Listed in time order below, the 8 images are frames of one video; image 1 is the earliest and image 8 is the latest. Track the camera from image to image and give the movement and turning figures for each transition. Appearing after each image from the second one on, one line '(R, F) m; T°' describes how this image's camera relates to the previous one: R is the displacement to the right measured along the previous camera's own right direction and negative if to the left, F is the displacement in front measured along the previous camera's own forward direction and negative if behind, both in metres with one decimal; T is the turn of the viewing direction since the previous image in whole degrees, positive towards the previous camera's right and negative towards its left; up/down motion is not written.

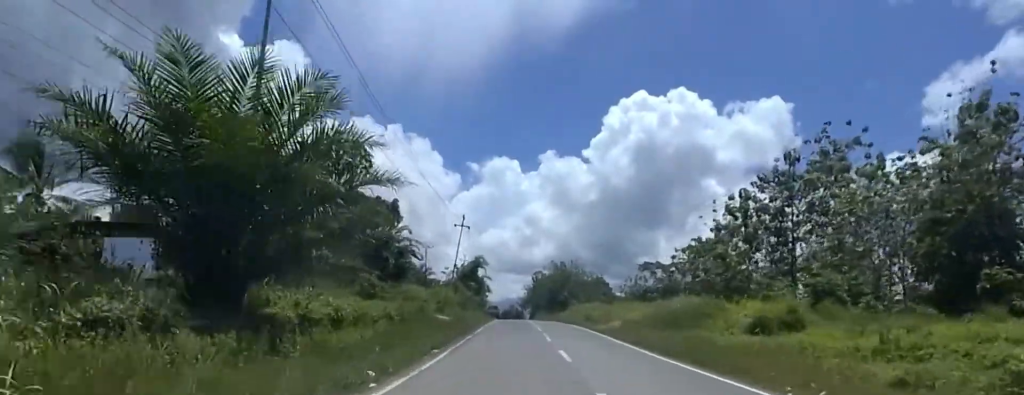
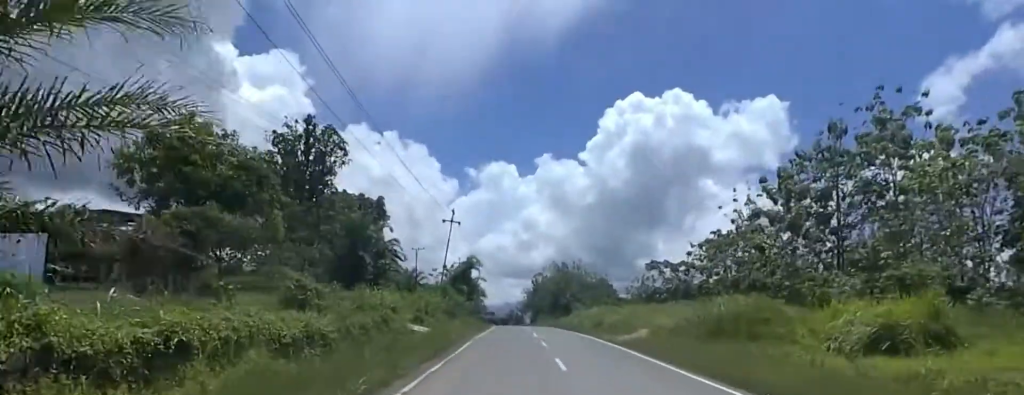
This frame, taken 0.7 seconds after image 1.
(-0.4, +8.3) m; +1°
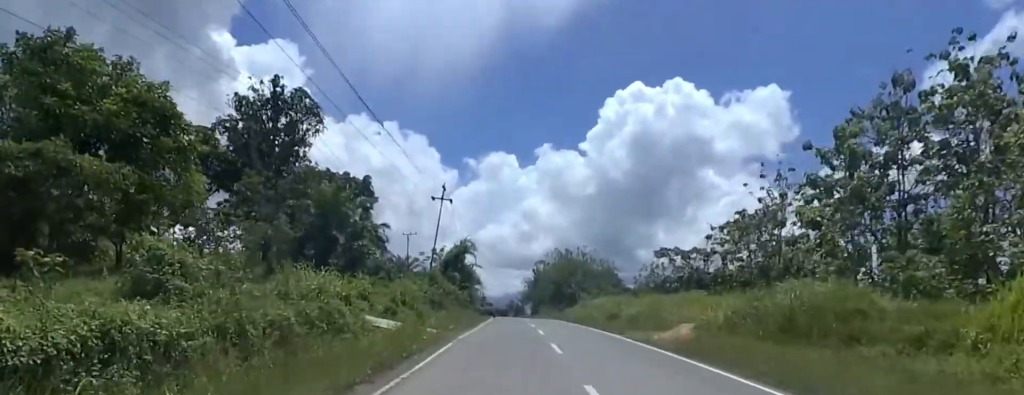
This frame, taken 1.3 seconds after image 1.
(0.0, +7.4) m; -1°
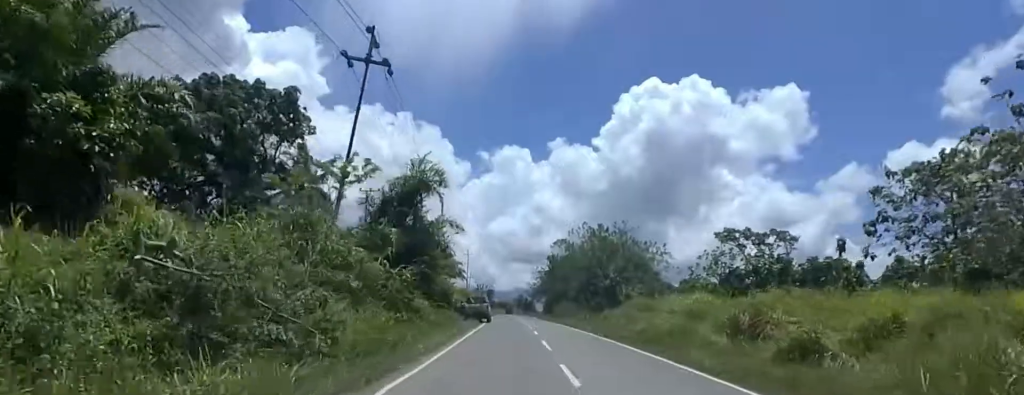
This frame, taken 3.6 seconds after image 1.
(-2.4, +28.0) m; -6°
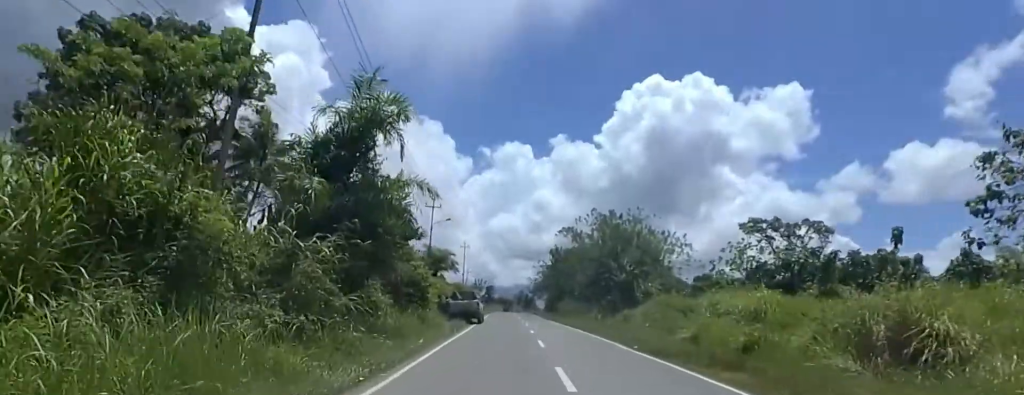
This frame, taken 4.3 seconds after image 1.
(+0.3, +8.6) m; +4°
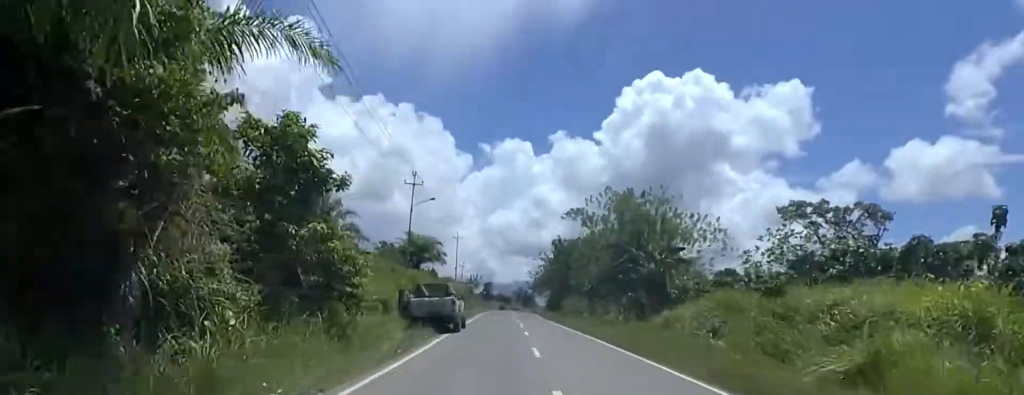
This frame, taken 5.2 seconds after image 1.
(+0.1, +11.1) m; +4°
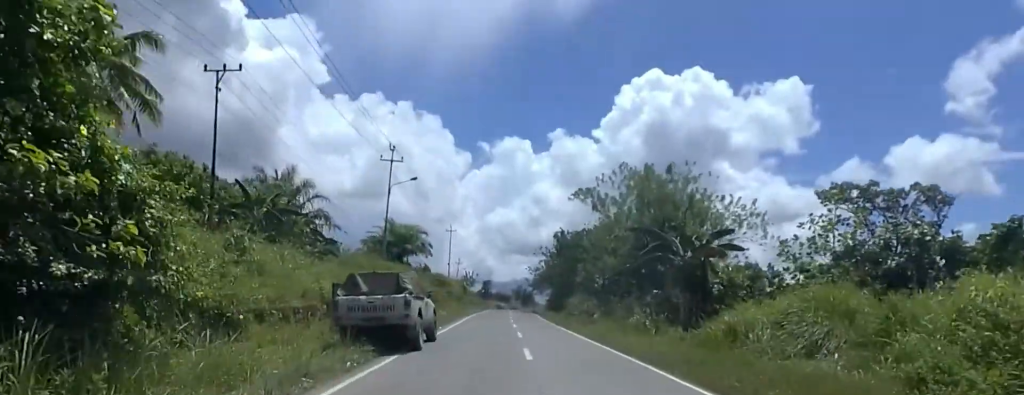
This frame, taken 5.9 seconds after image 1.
(+0.8, +8.5) m; 0°
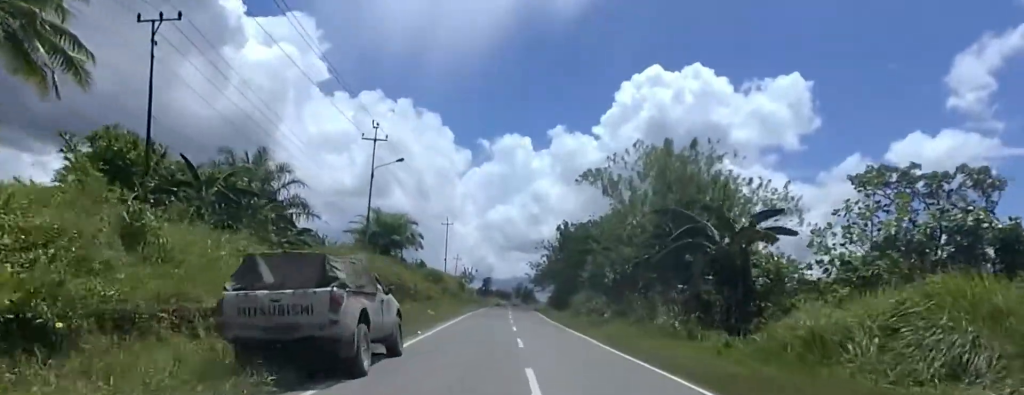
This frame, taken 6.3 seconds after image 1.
(-0.2, +5.2) m; -2°
